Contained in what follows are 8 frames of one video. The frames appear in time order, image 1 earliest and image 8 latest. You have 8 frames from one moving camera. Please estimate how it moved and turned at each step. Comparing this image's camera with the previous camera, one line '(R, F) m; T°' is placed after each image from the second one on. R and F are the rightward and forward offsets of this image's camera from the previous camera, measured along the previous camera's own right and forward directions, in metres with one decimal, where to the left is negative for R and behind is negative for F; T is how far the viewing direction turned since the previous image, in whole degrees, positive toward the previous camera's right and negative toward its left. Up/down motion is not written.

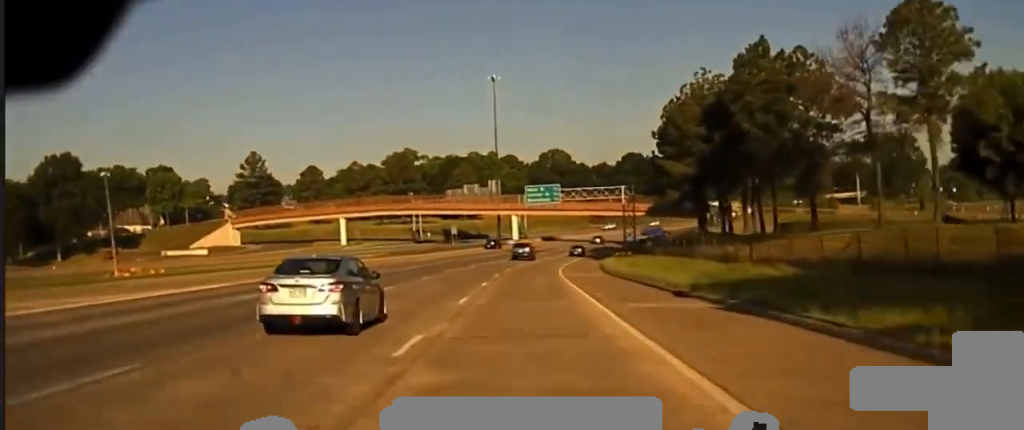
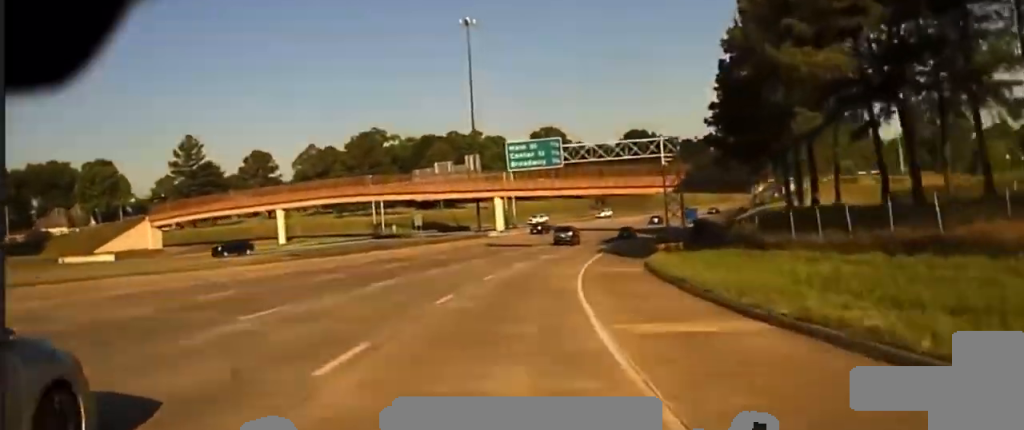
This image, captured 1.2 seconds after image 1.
(+0.2, +42.6) m; +1°
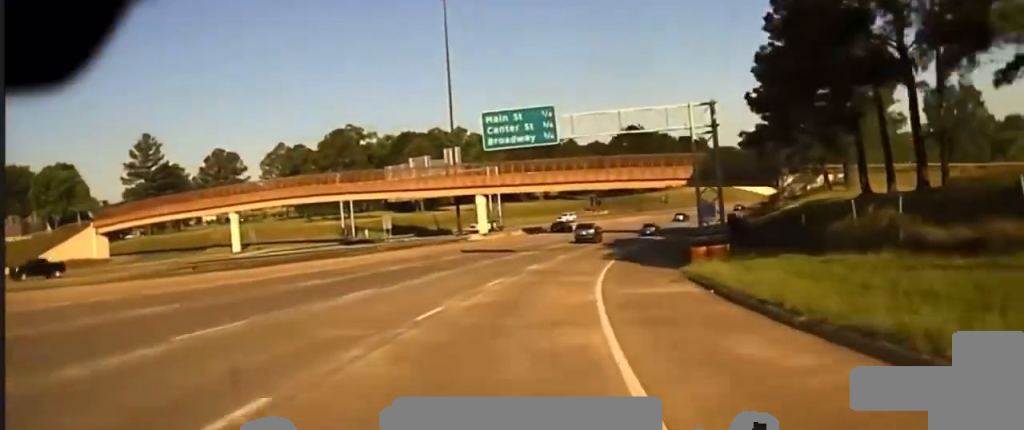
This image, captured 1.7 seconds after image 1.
(+0.2, +17.5) m; +1°
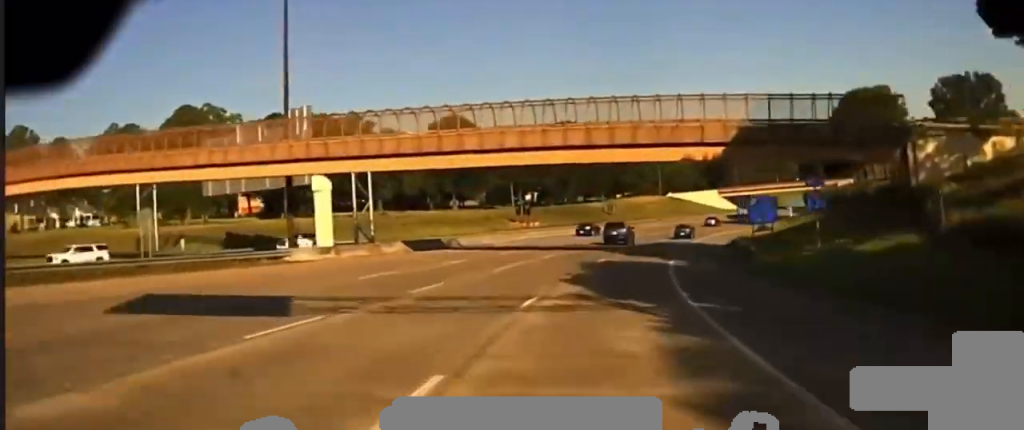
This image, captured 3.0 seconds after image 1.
(+1.0, +43.9) m; +4°
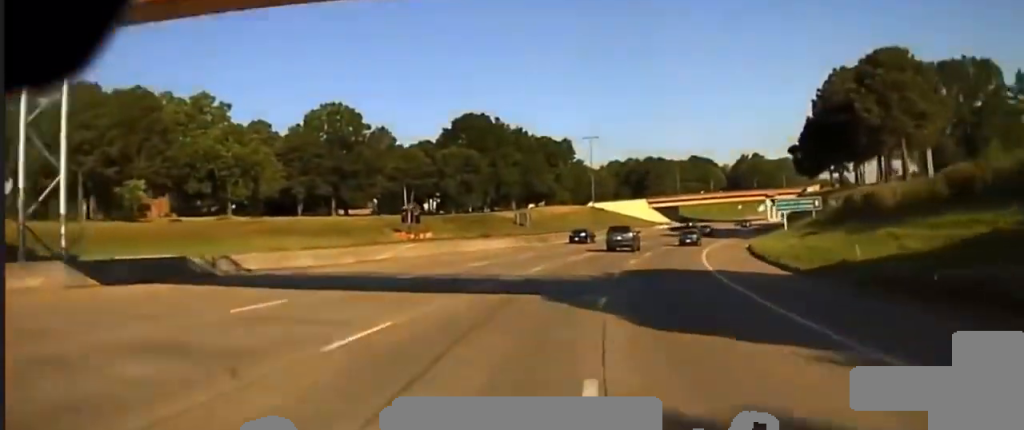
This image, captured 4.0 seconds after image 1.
(+1.1, +32.2) m; +5°
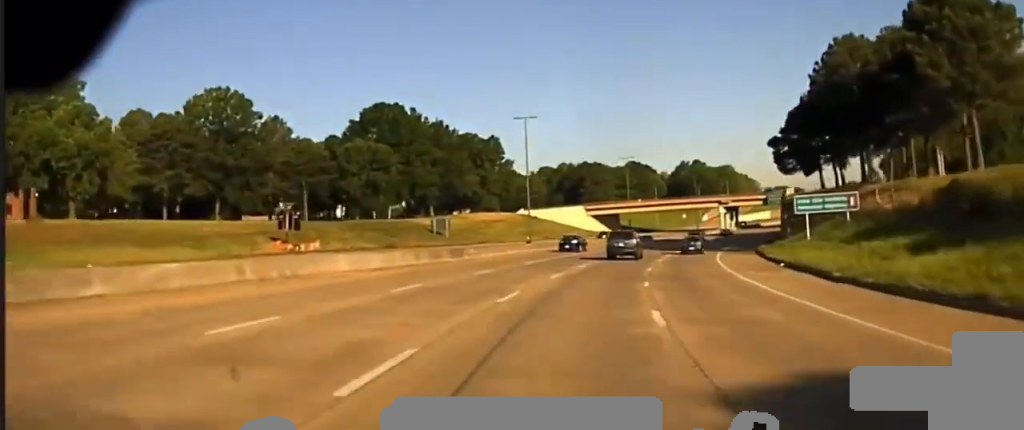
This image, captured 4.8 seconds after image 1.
(+1.1, +25.7) m; +4°
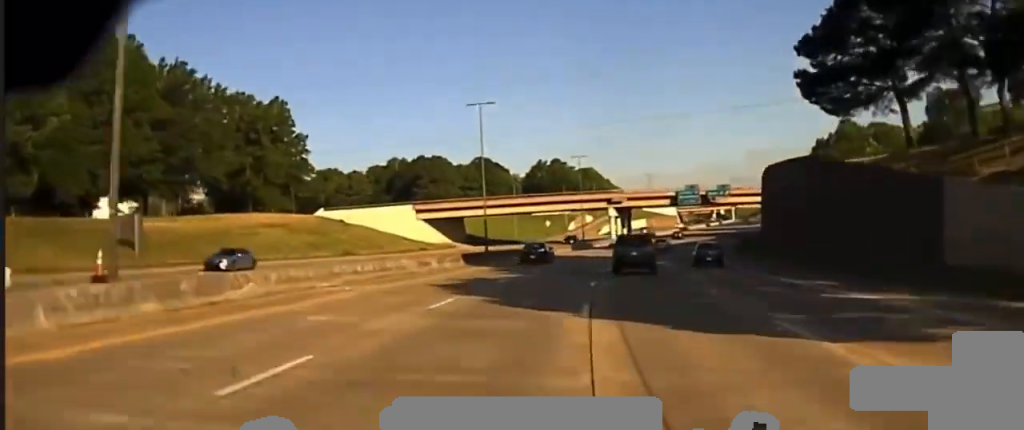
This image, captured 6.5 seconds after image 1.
(+6.3, +64.2) m; +12°
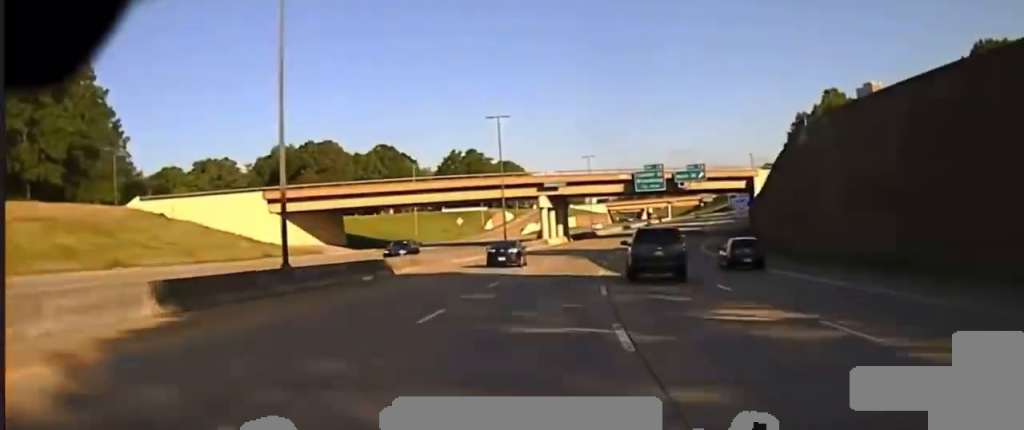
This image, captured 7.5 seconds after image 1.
(+2.8, +44.8) m; +6°
